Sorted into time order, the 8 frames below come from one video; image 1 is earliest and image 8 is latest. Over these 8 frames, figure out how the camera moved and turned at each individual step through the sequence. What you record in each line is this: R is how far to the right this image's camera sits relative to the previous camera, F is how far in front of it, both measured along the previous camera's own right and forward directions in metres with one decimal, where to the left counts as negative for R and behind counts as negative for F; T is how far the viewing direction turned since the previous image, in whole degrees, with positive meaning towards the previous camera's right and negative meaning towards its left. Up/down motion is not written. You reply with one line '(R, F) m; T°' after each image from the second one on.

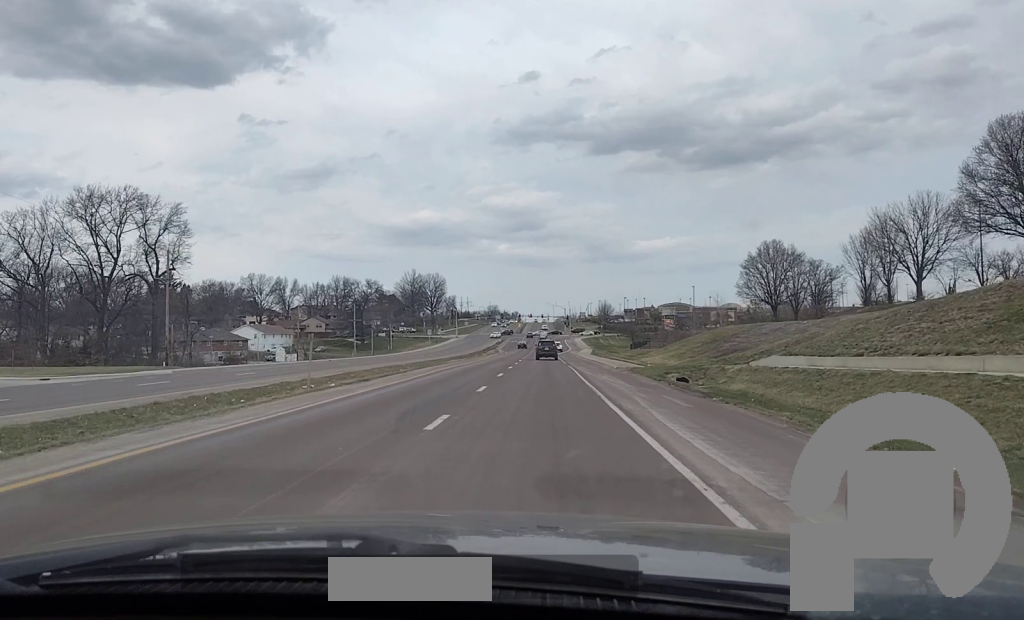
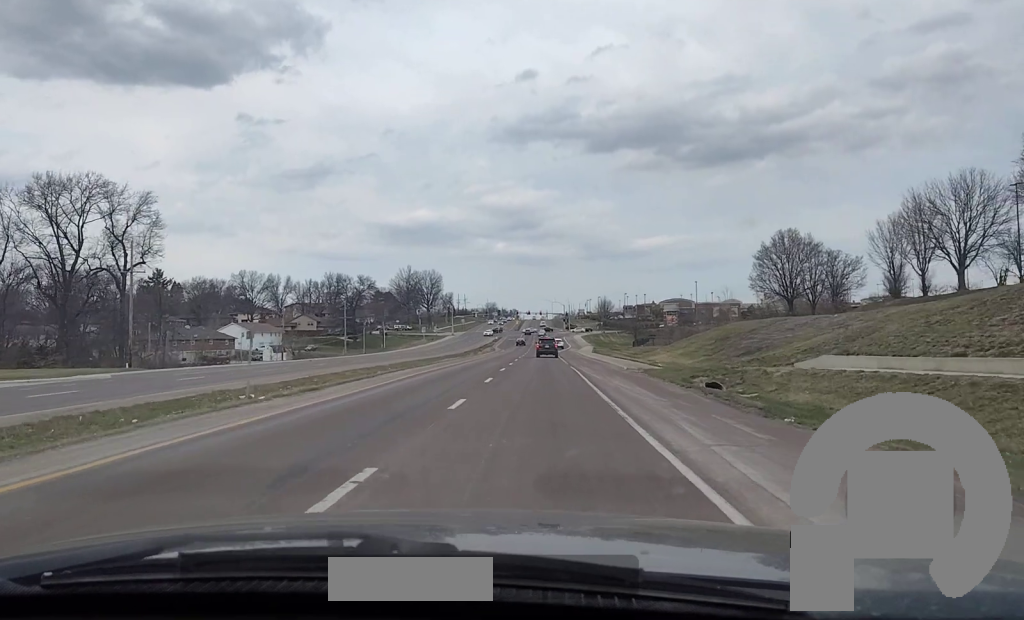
(0.0, +6.9) m; 0°
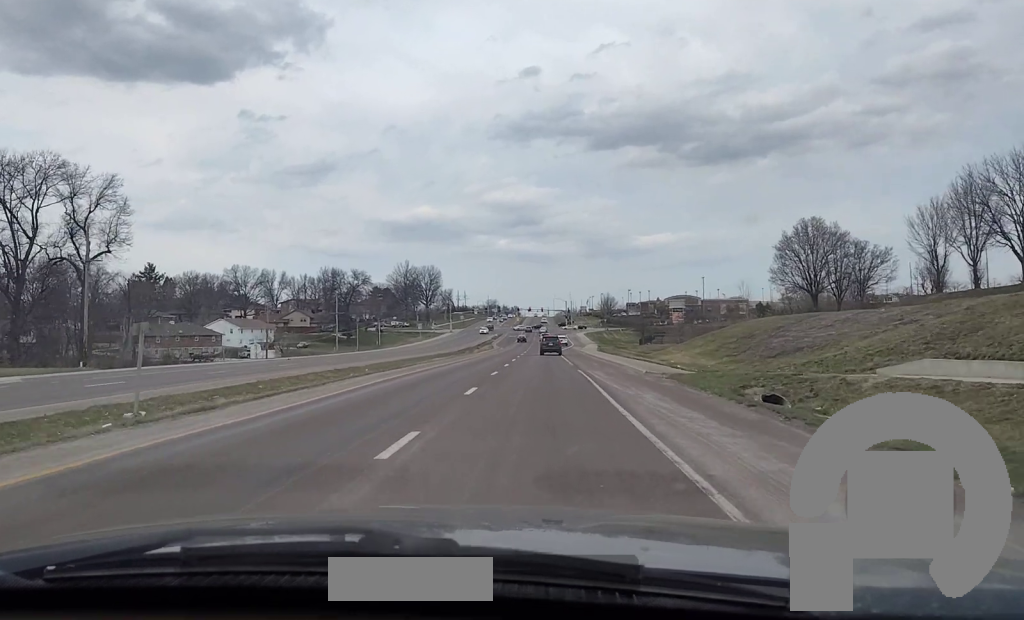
(0.0, +8.6) m; 0°
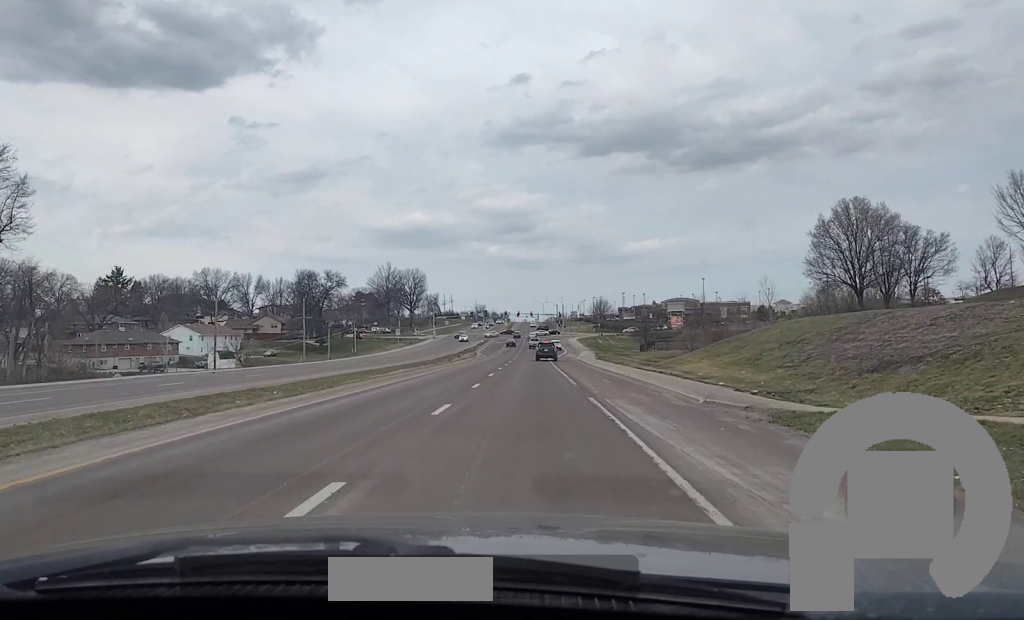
(0.0, +16.6) m; 0°
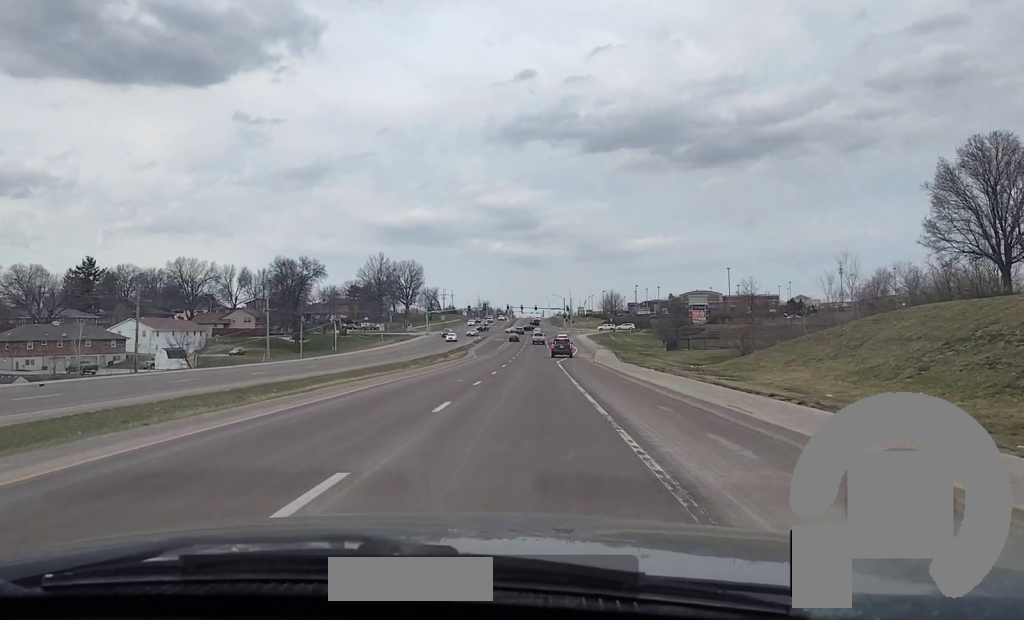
(+0.1, +22.9) m; 0°
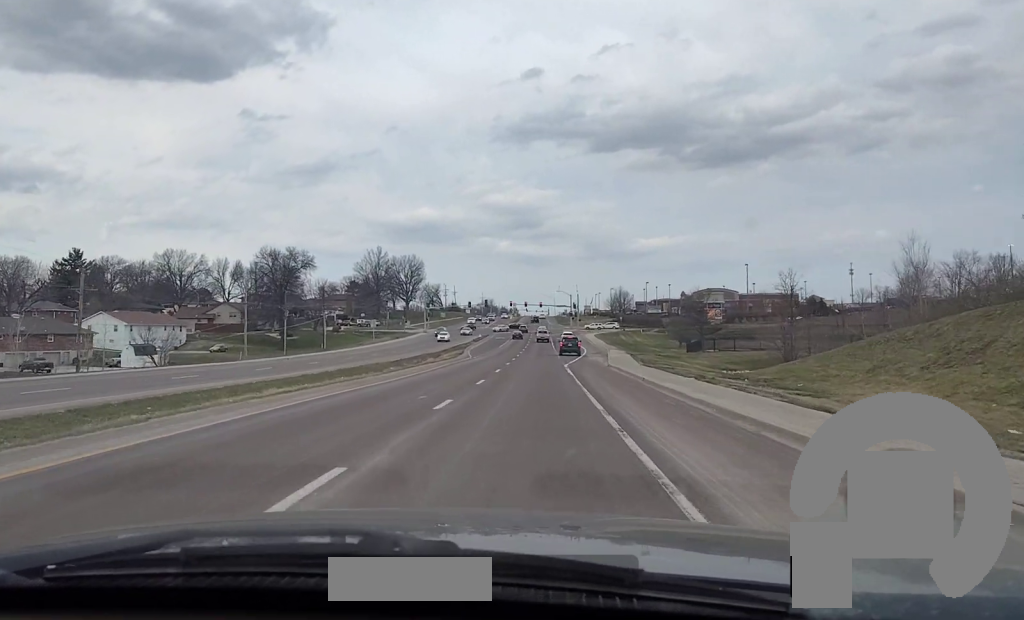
(-0.1, +12.0) m; -1°
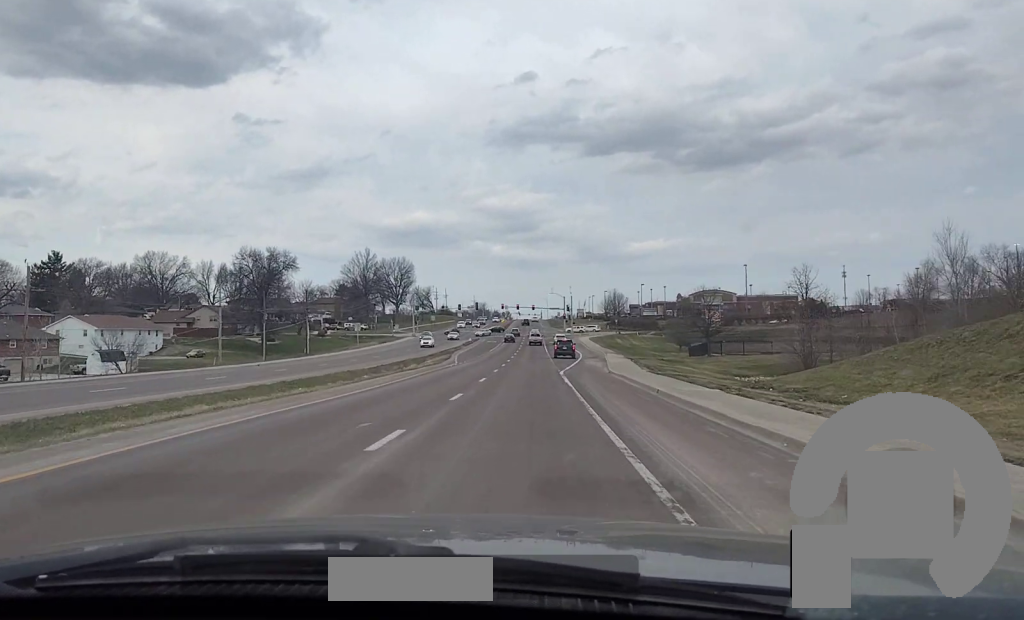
(0.0, +6.8) m; 0°
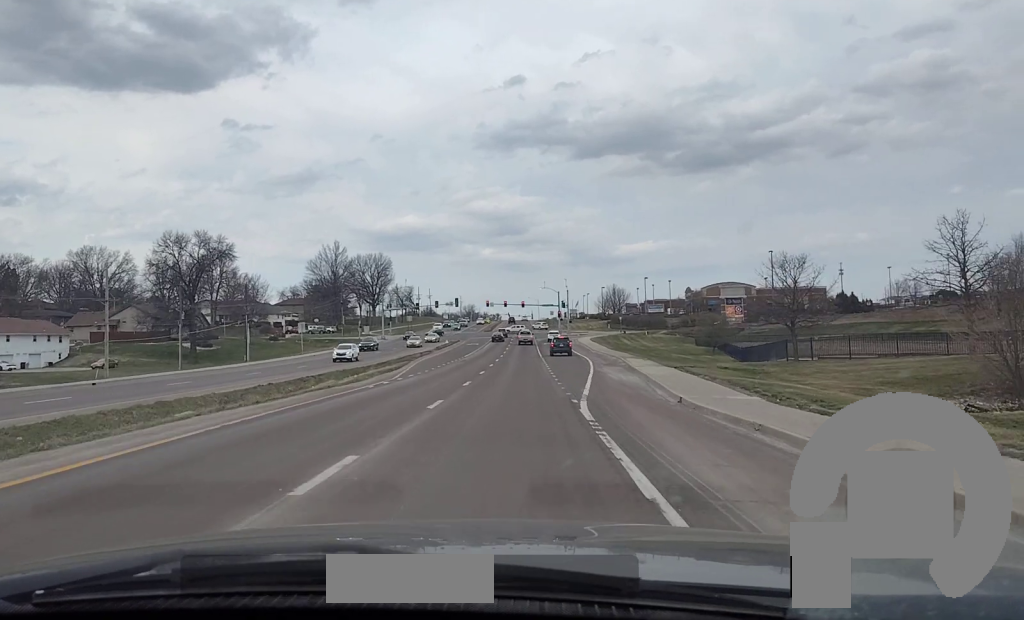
(+0.2, +27.0) m; +2°
